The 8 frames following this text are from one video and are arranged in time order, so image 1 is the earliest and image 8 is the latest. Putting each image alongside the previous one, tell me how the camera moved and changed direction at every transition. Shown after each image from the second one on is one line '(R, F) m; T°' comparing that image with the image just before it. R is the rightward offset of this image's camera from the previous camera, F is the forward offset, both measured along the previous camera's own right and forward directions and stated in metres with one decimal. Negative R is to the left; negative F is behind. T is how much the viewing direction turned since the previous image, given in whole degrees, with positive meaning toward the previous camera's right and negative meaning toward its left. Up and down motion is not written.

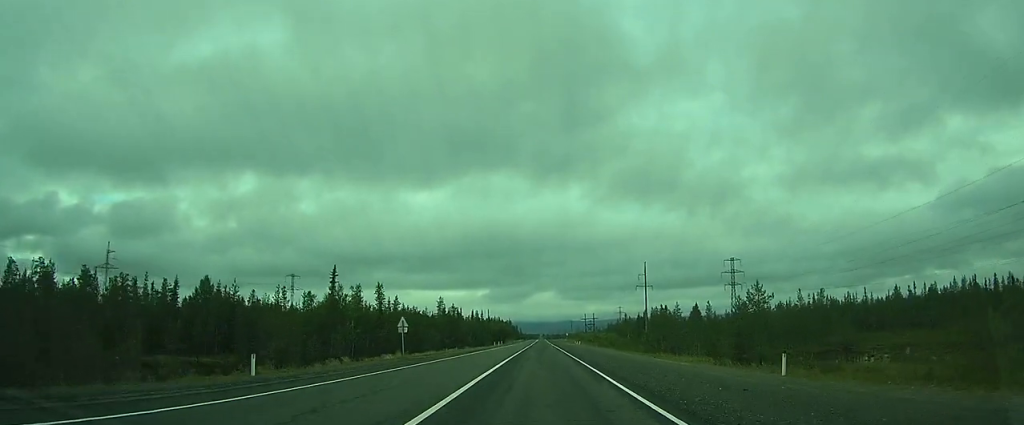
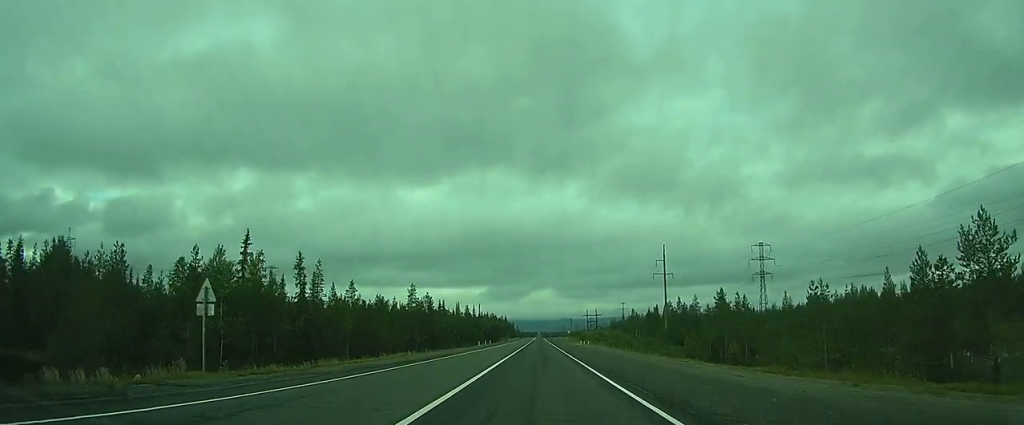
(0.0, +28.9) m; -1°
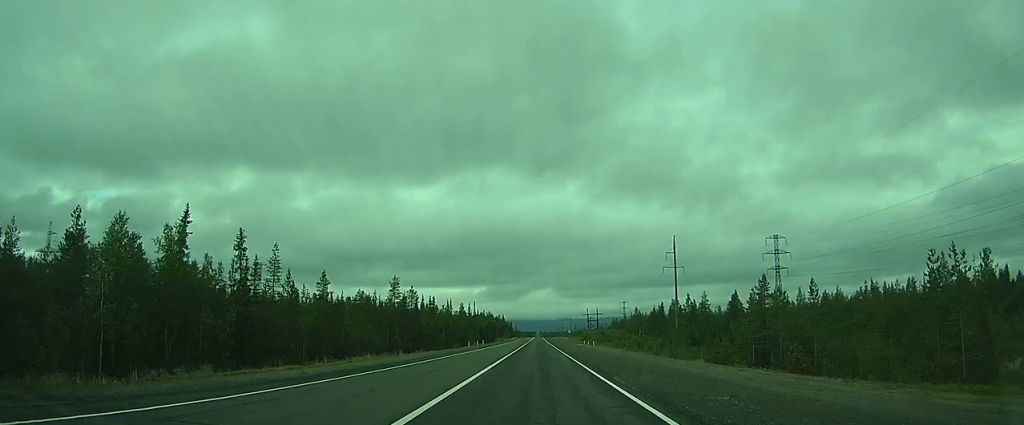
(-0.2, +12.5) m; 0°
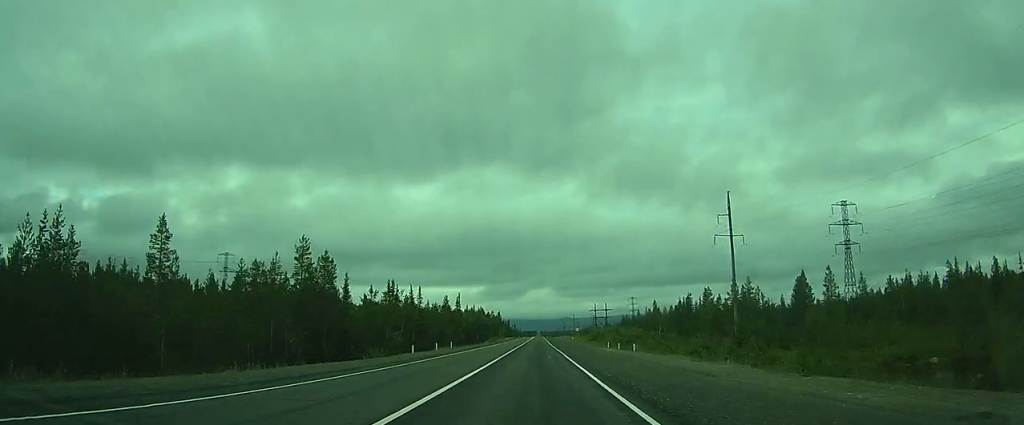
(+0.1, +36.4) m; +1°
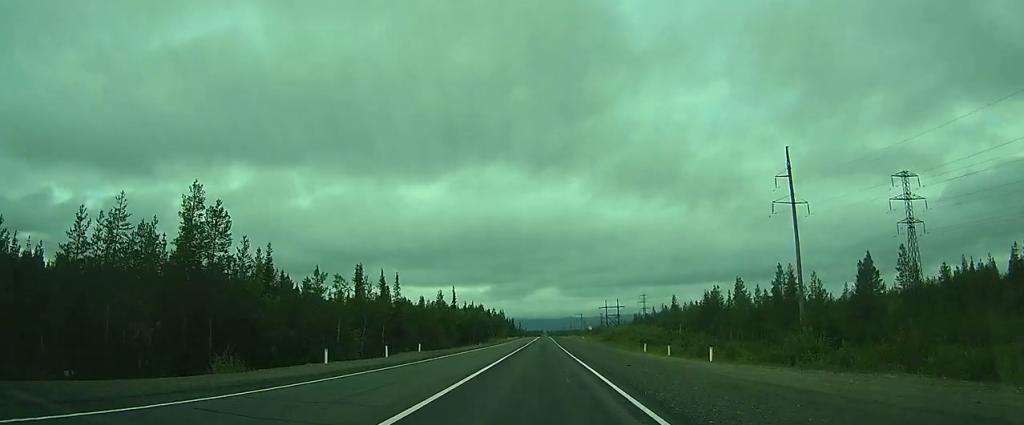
(+0.1, +17.2) m; 0°
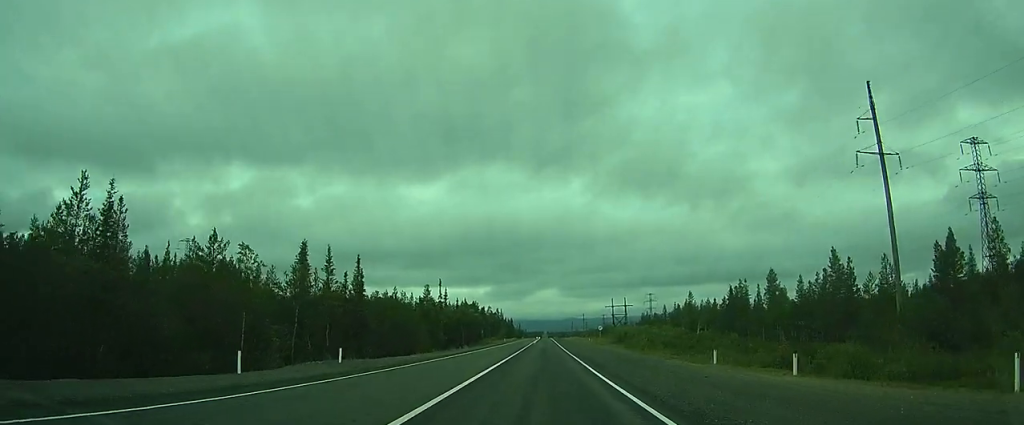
(0.0, +15.8) m; 0°
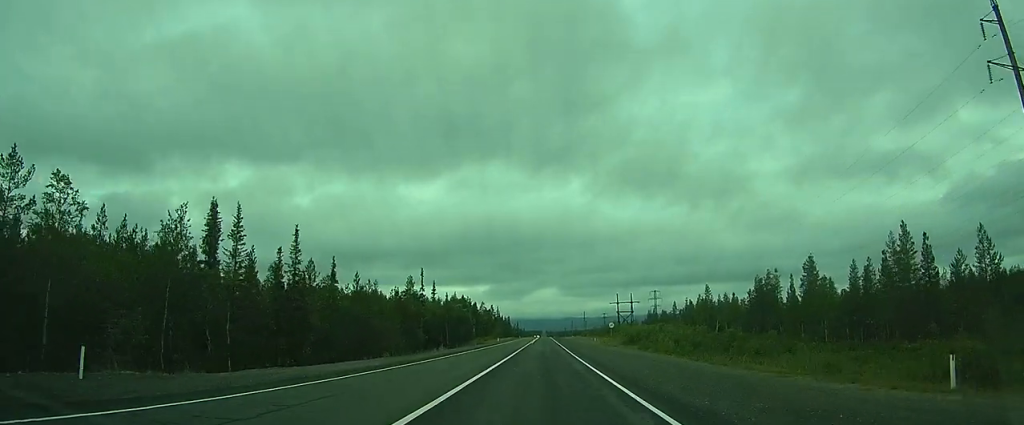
(0.0, +15.3) m; 0°
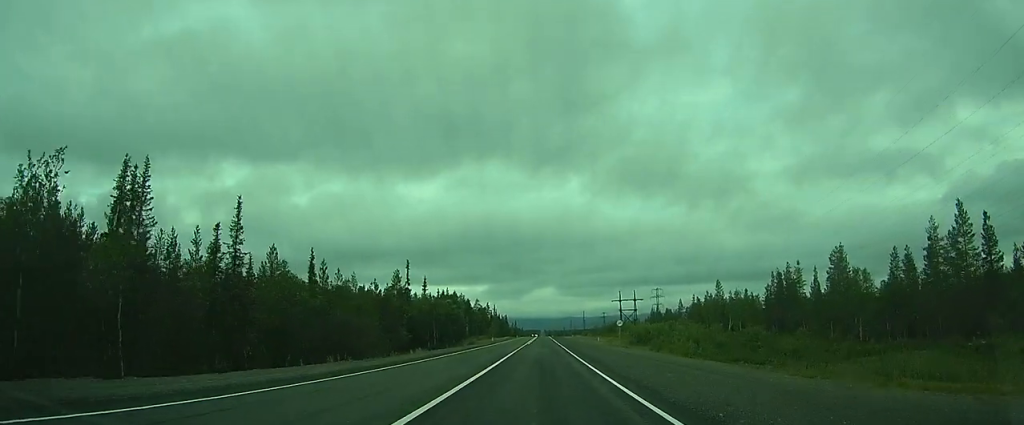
(0.0, +9.4) m; 0°
